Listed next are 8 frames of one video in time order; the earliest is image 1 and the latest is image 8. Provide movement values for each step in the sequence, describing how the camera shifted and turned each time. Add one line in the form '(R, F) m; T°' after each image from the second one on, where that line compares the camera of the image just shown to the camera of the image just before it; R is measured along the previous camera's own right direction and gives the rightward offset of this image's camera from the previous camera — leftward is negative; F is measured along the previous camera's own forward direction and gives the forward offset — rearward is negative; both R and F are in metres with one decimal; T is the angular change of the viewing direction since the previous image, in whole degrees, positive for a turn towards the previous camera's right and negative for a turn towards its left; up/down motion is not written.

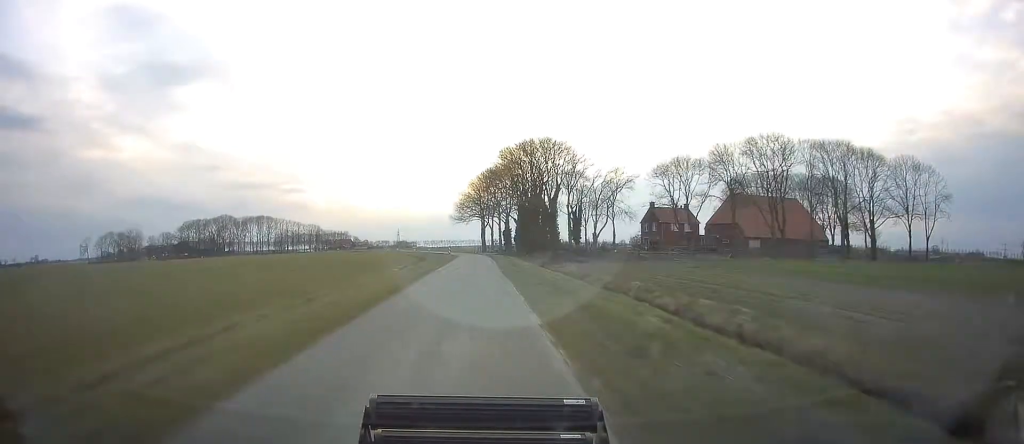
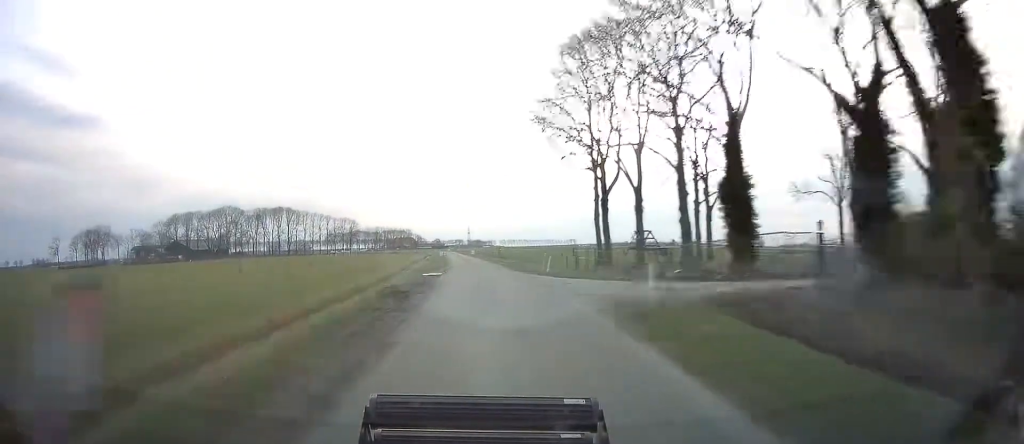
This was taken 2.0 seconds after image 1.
(-3.5, +86.6) m; -6°
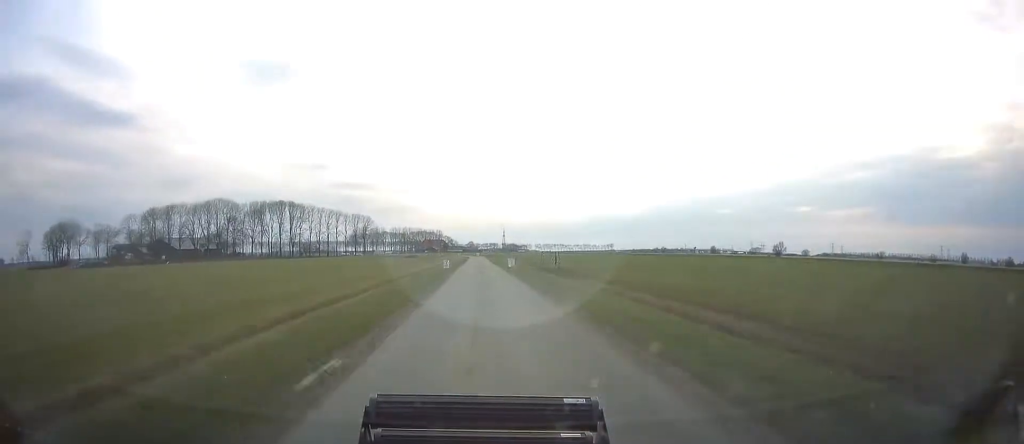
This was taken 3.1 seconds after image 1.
(-1.8, +43.8) m; -3°
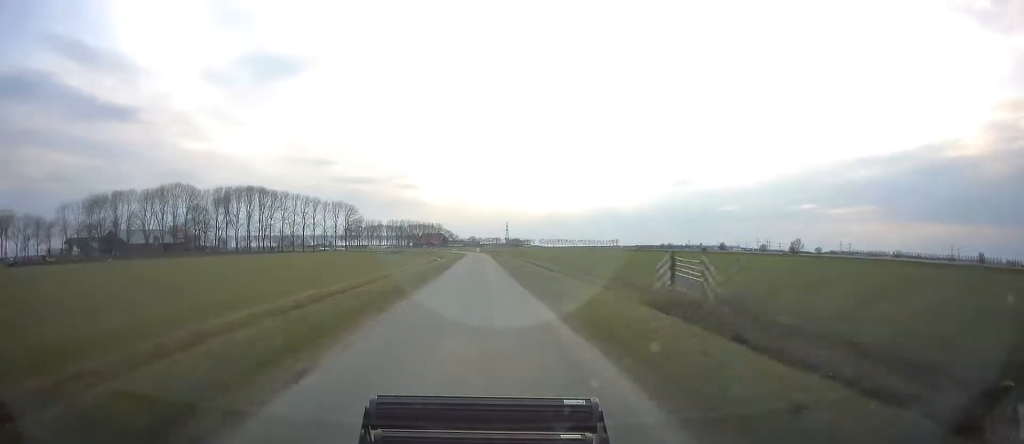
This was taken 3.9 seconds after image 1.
(-0.6, +37.0) m; -1°
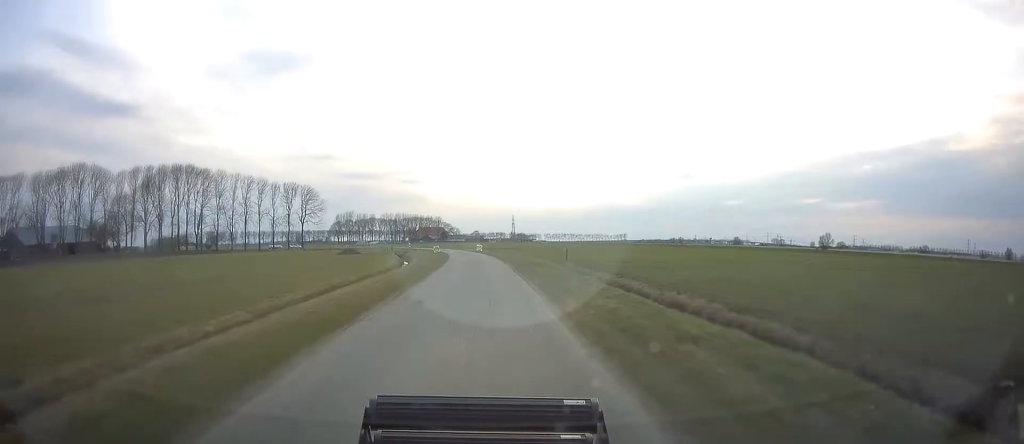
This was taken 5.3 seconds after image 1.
(-0.5, +57.1) m; -1°
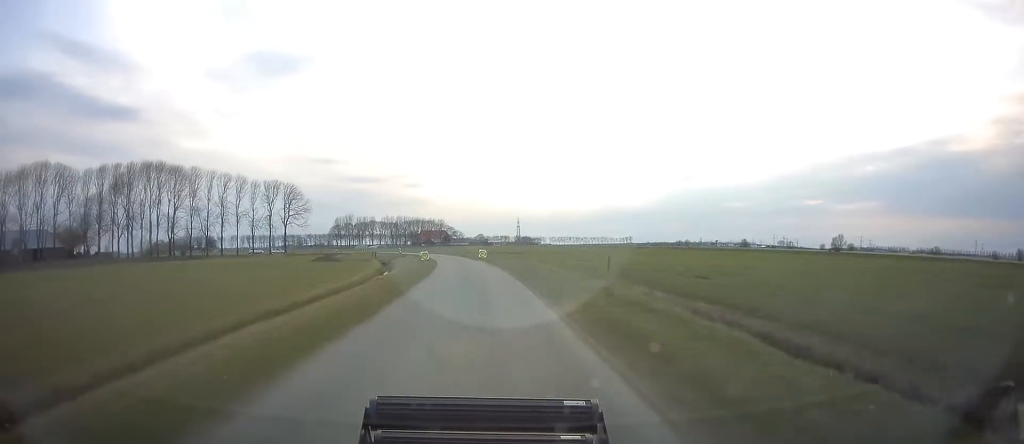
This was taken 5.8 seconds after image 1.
(+0.1, +18.0) m; -1°
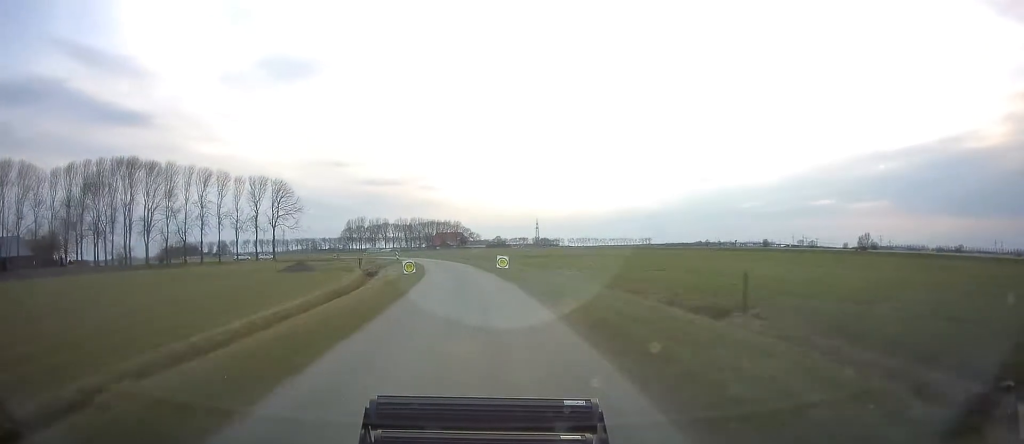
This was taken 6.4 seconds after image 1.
(+0.3, +19.1) m; -1°
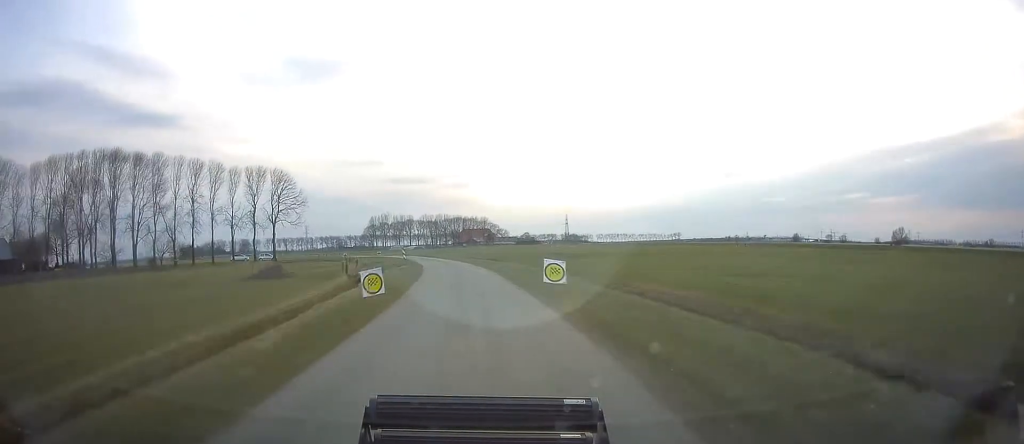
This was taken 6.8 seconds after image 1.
(-0.6, +15.8) m; -2°
